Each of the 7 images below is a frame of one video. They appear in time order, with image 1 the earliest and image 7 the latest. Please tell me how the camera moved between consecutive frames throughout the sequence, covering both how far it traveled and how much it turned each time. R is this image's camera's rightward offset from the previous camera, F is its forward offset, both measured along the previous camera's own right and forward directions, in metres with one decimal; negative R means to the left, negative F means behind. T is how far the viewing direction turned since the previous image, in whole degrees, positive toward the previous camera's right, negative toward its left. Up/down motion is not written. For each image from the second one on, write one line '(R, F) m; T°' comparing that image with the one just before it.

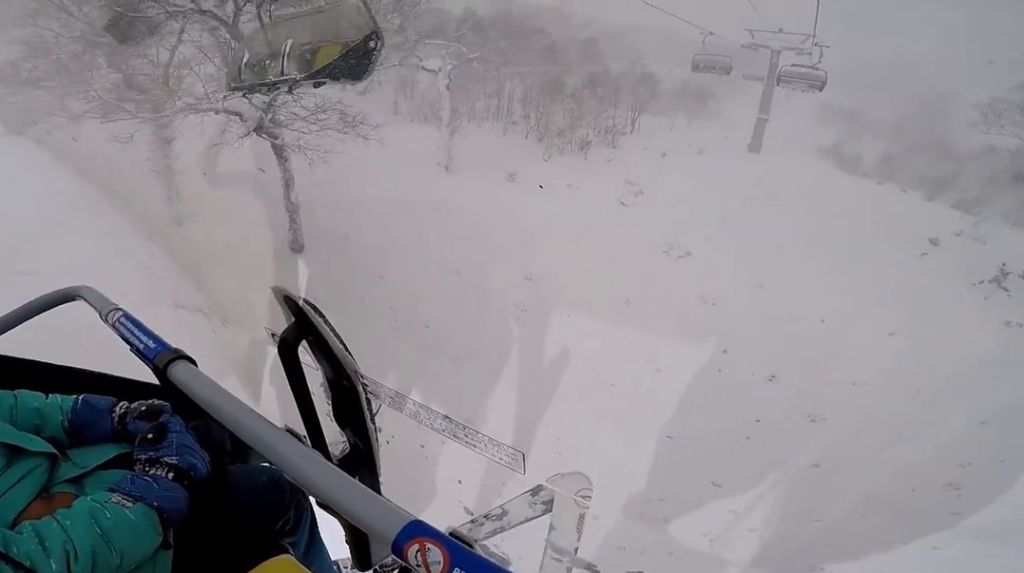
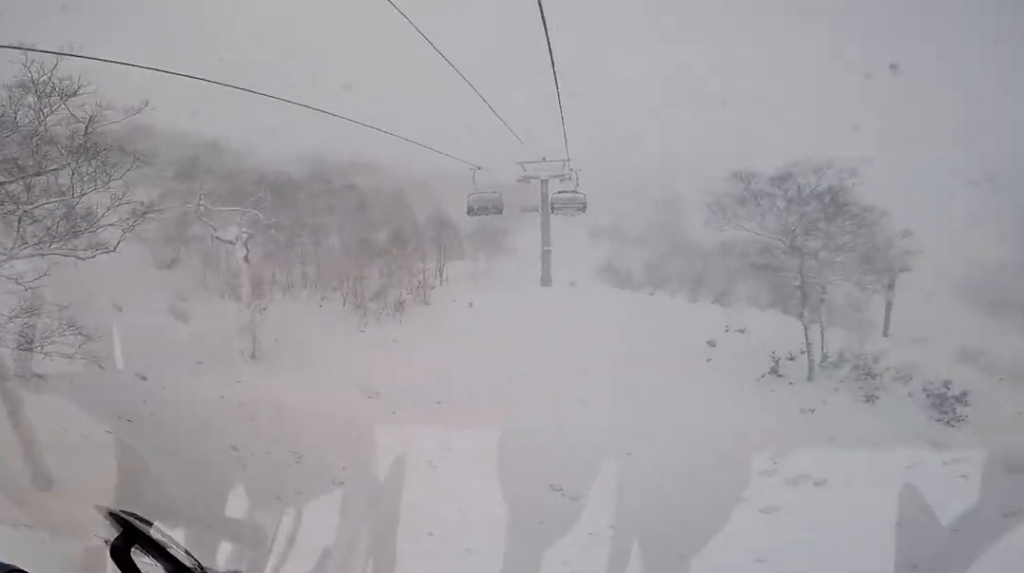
(-0.1, +3.3) m; +2°
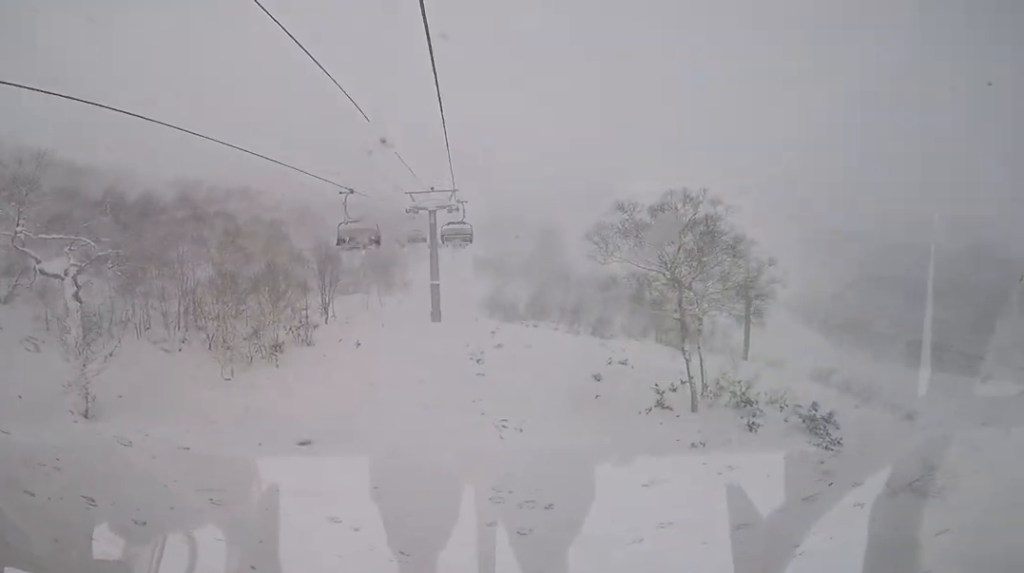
(+0.1, +2.6) m; +3°
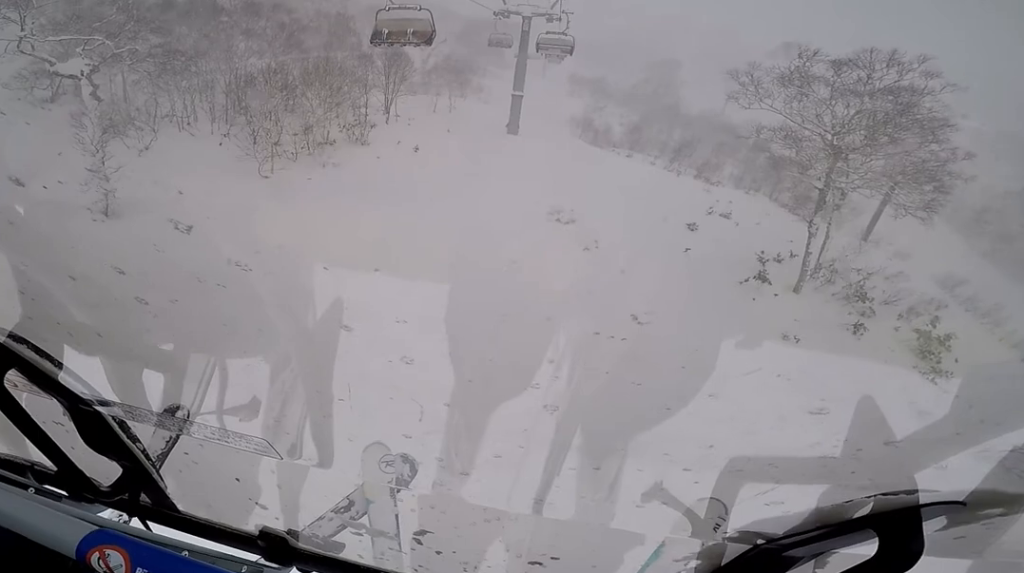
(0.0, +2.9) m; 0°
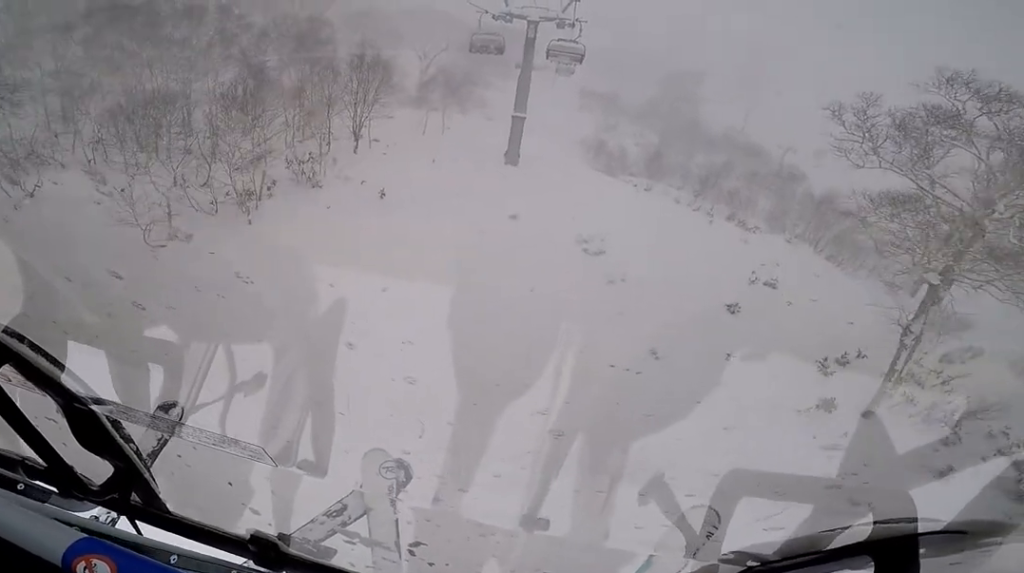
(0.0, +7.2) m; 0°
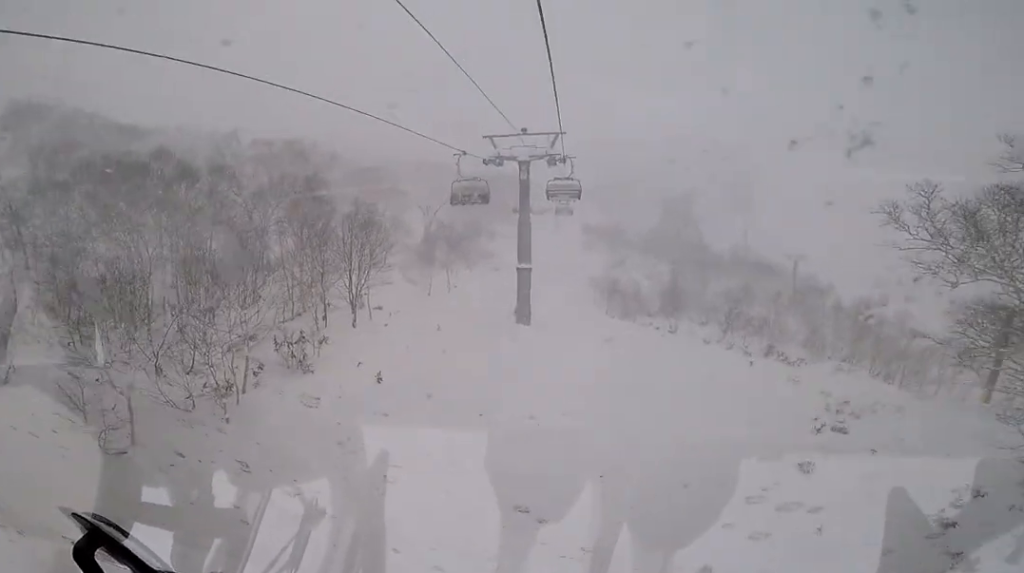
(0.0, +3.1) m; -2°
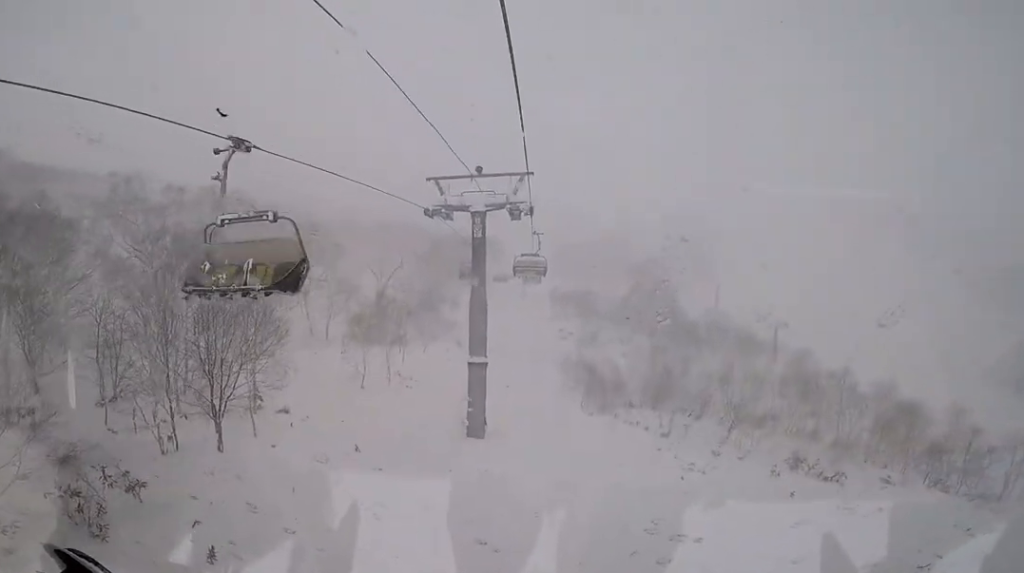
(-0.5, +8.8) m; -1°
